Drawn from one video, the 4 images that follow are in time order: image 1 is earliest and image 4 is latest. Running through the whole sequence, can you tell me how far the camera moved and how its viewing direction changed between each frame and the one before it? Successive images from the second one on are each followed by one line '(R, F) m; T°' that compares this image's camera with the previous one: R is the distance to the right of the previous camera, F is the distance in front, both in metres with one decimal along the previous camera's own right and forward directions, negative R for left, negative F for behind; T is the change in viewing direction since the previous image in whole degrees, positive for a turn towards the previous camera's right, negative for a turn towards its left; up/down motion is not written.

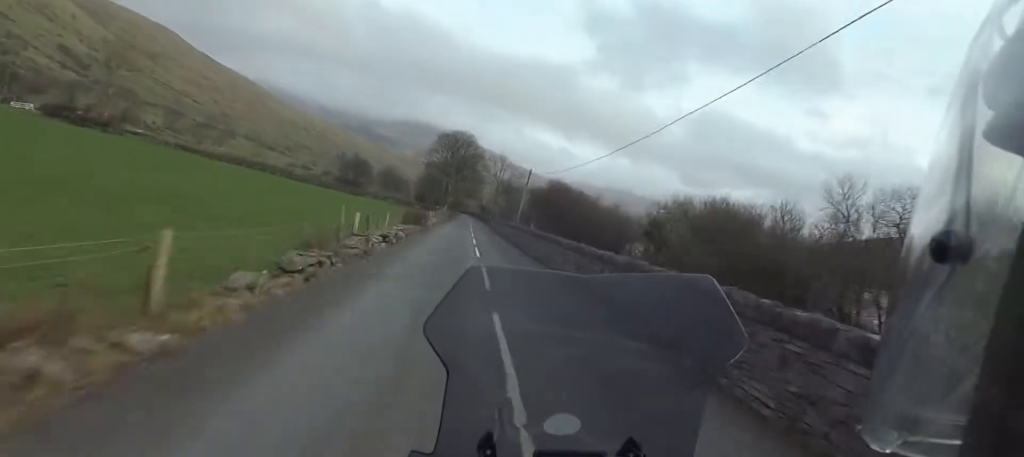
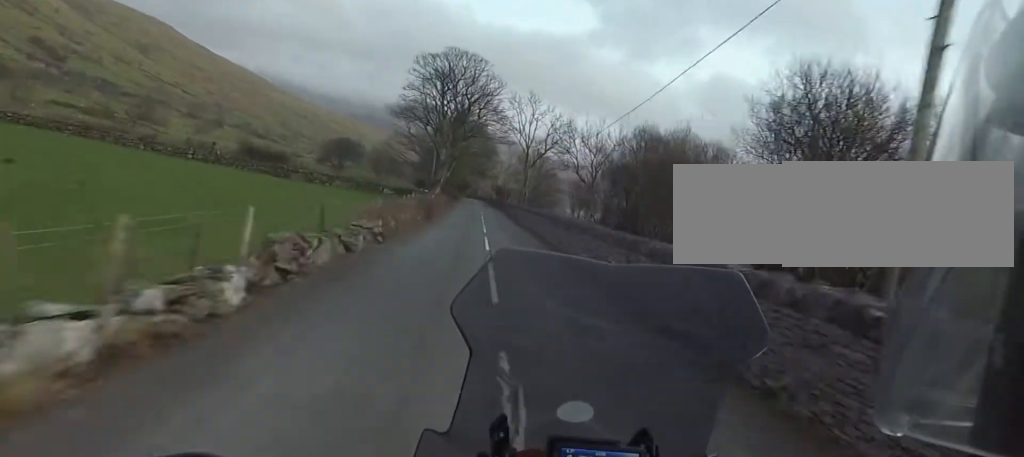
(-1.1, +46.8) m; -2°
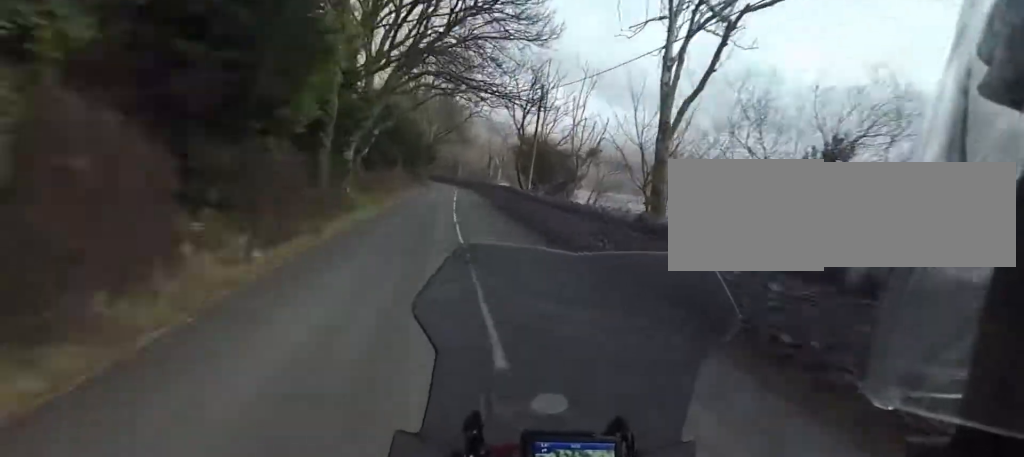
(+2.6, +90.8) m; +2°
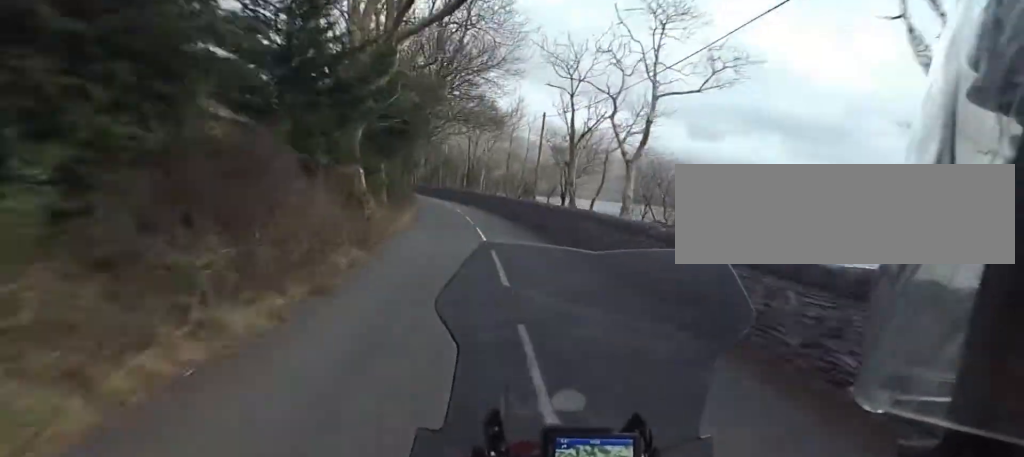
(-1.3, +48.8) m; -1°
